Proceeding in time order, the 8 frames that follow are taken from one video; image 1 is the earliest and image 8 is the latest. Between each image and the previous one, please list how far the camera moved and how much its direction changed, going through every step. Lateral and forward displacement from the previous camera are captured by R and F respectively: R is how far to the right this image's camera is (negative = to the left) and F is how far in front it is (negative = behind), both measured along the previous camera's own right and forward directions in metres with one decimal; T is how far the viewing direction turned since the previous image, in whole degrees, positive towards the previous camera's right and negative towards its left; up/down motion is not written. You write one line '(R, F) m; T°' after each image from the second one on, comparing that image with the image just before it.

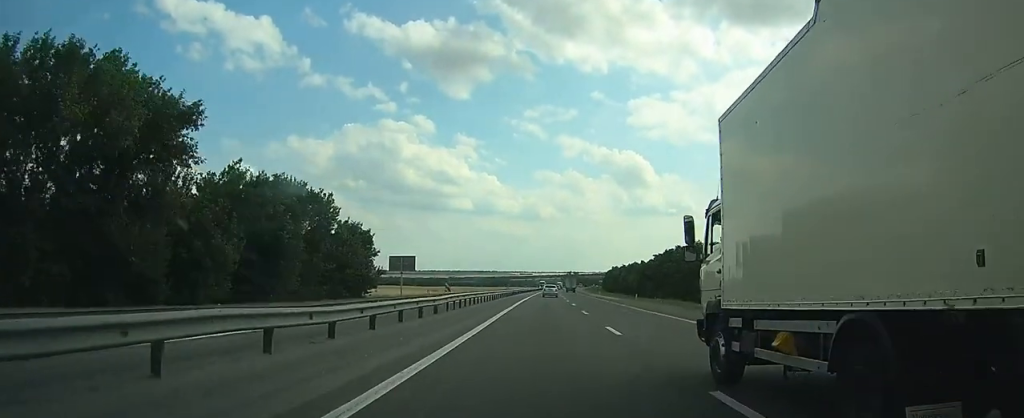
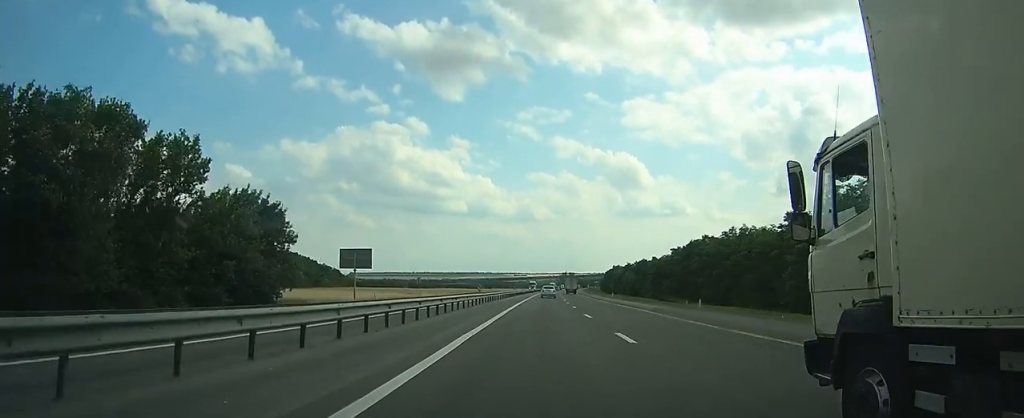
(+0.2, +26.3) m; 0°
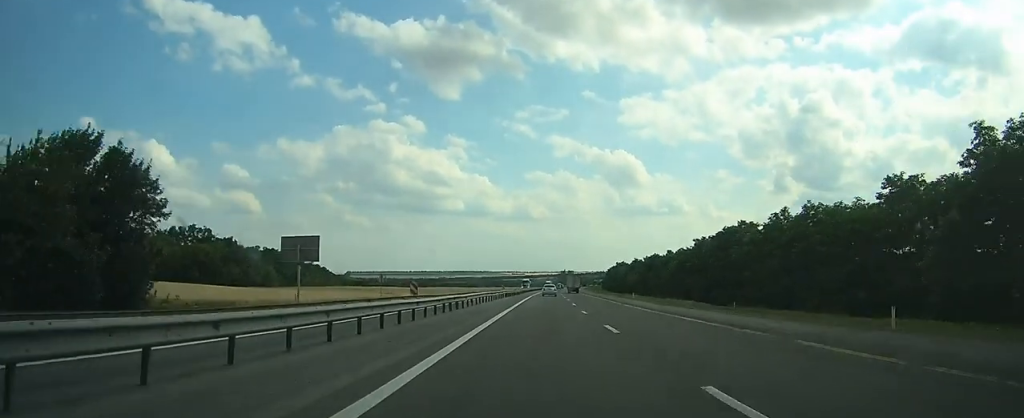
(0.0, +20.6) m; 0°
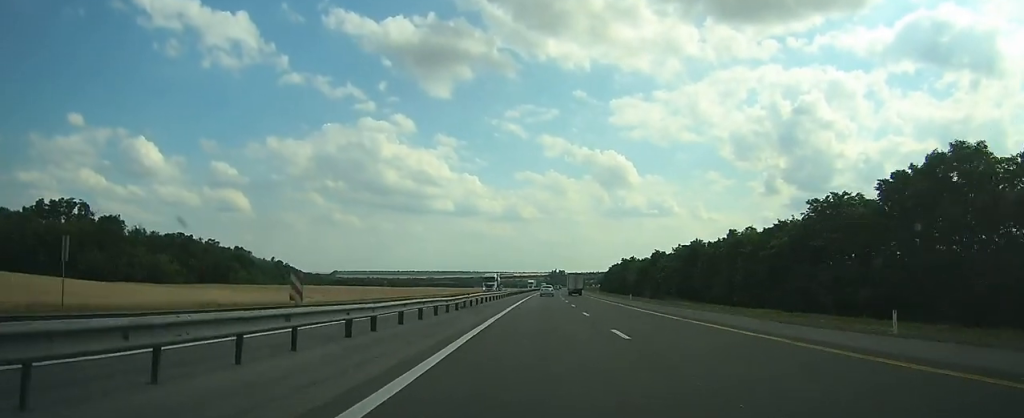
(+0.7, +49.6) m; +1°
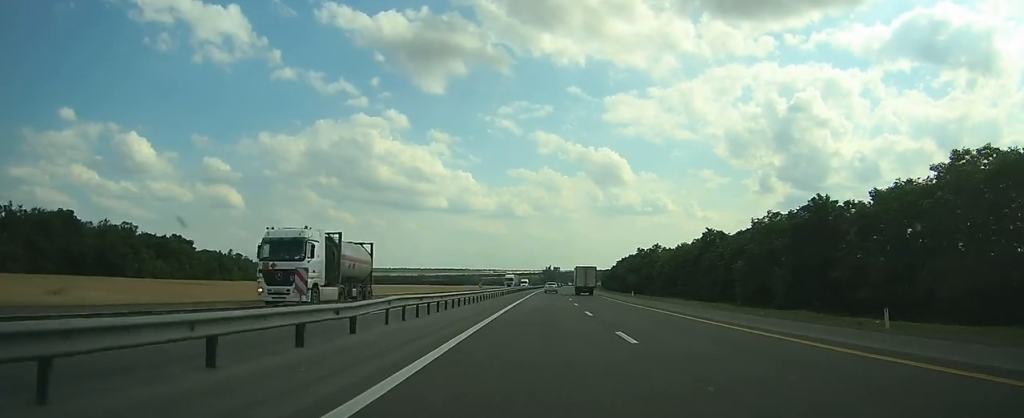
(+0.5, +50.1) m; +1°
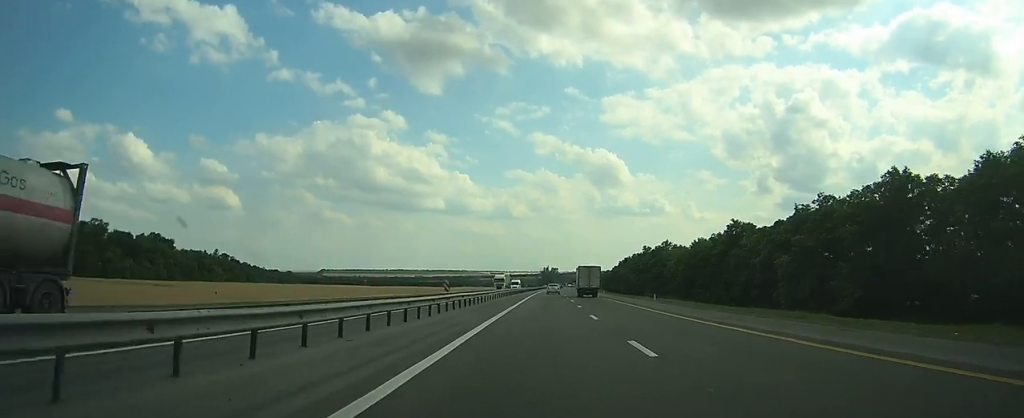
(0.0, +14.0) m; 0°
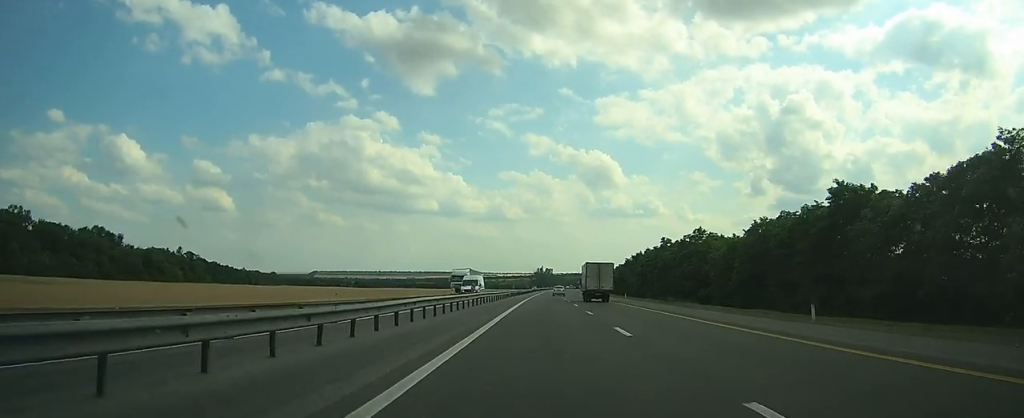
(+0.2, +31.9) m; +1°
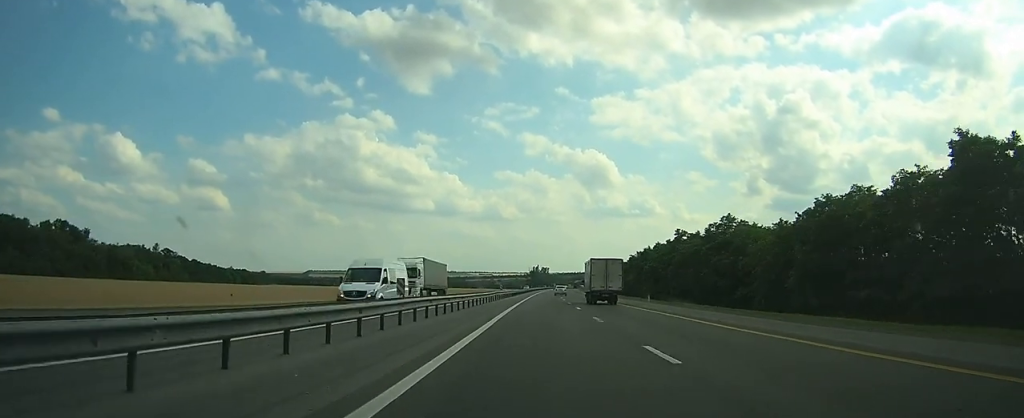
(0.0, +17.9) m; 0°
